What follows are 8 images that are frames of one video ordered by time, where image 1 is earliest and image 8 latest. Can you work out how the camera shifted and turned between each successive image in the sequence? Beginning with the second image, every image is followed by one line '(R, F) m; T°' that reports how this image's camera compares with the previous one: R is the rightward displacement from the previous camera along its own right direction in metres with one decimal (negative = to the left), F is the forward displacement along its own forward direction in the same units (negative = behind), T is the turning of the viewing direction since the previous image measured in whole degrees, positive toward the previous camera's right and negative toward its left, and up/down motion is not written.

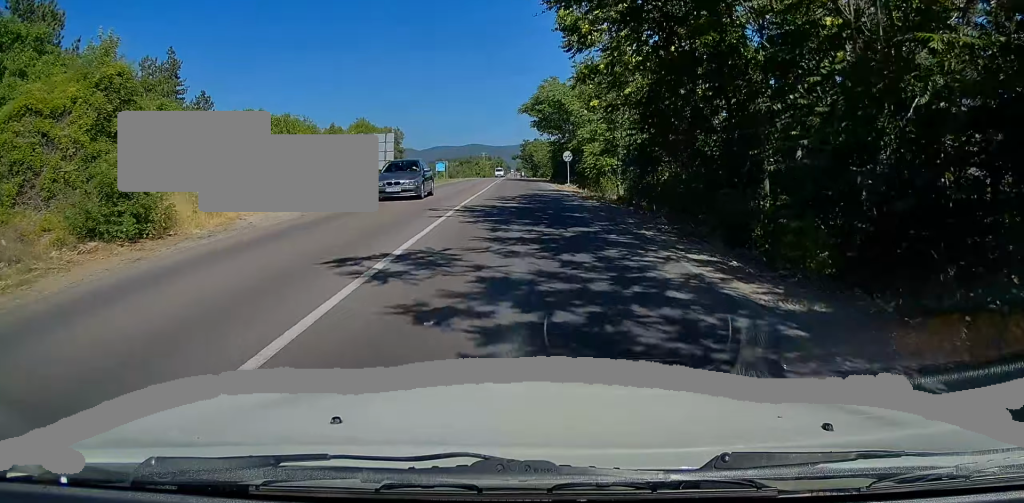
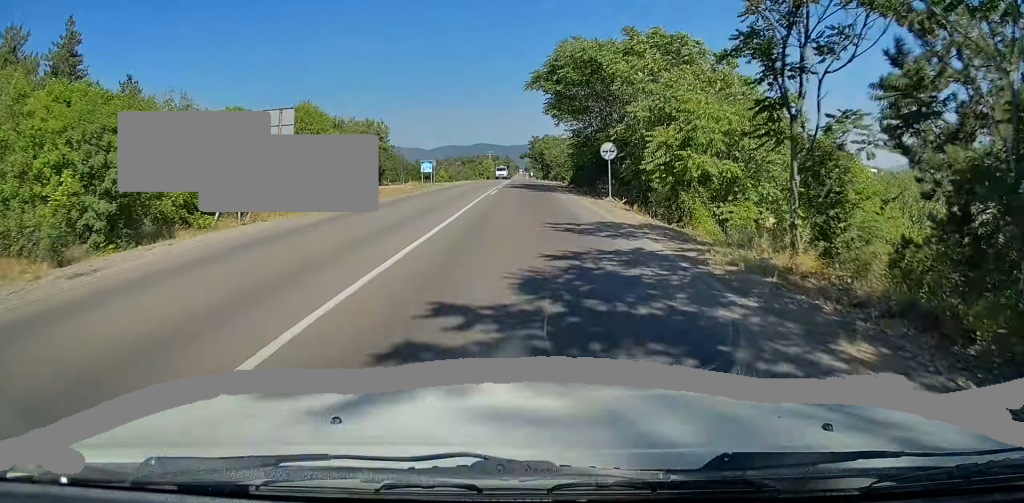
(-0.3, +18.4) m; -1°
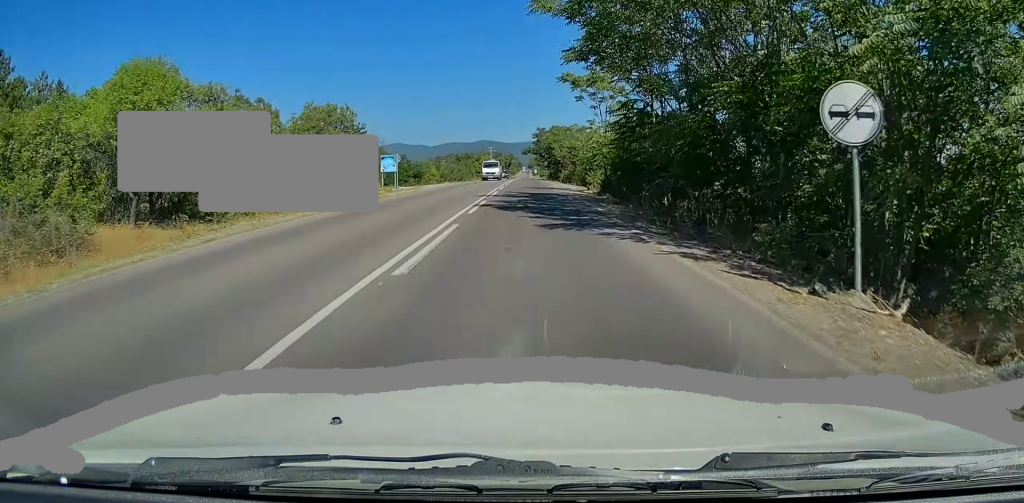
(-0.3, +19.9) m; -1°
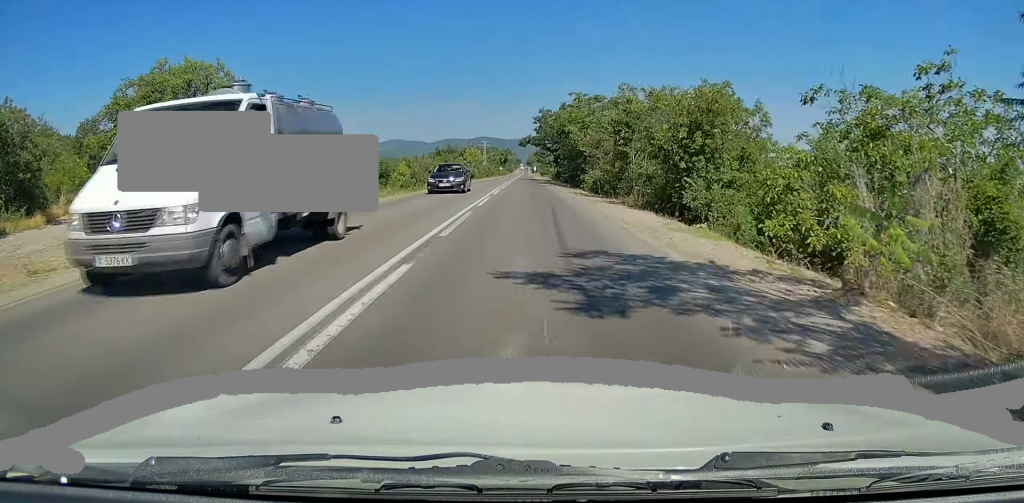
(+0.2, +31.1) m; +1°
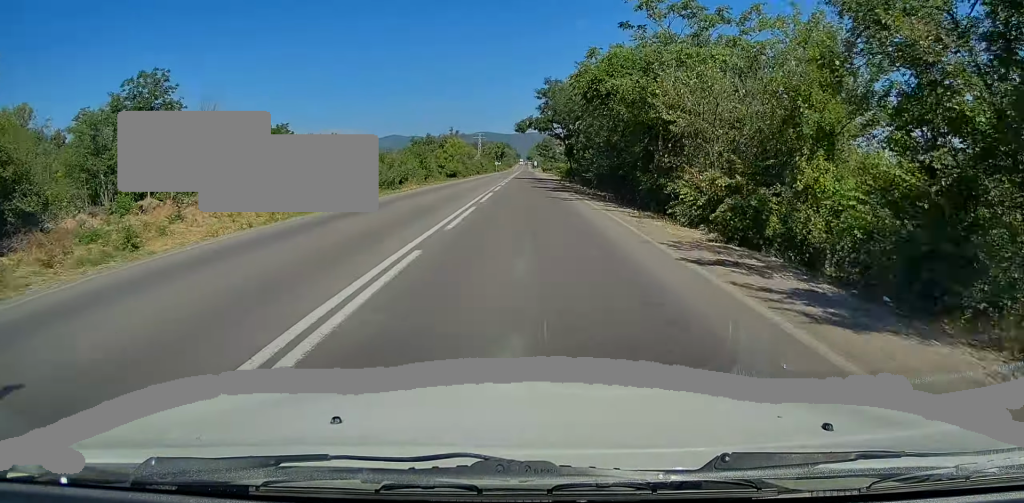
(0.0, +25.4) m; 0°
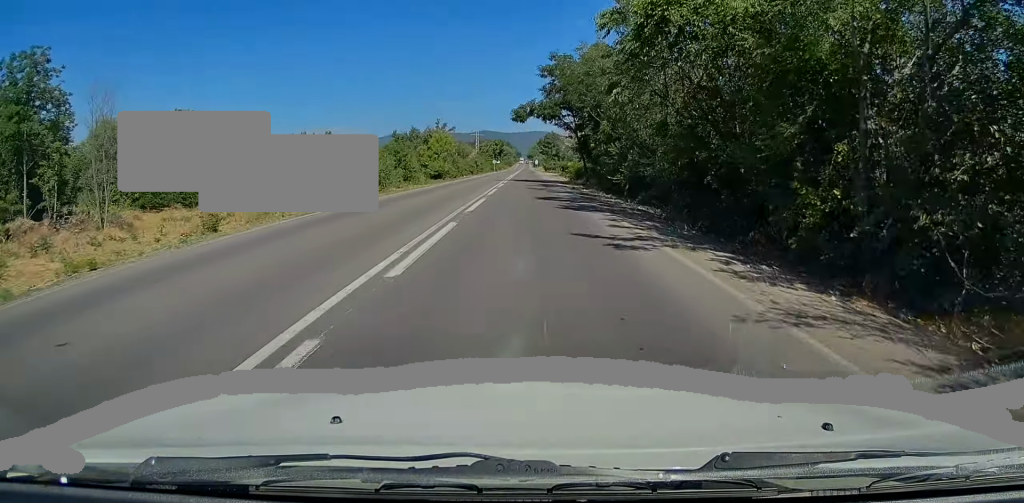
(-0.2, +13.6) m; 0°
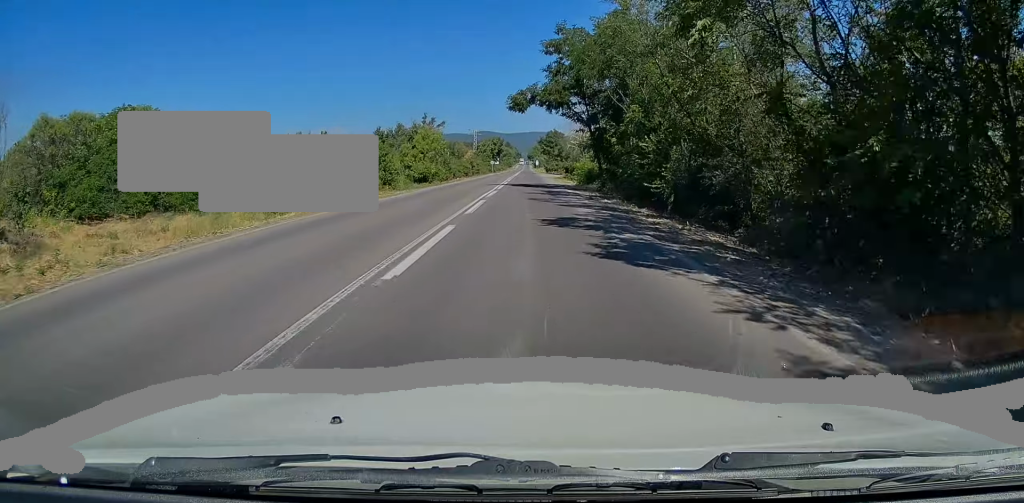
(+0.1, +9.3) m; +1°
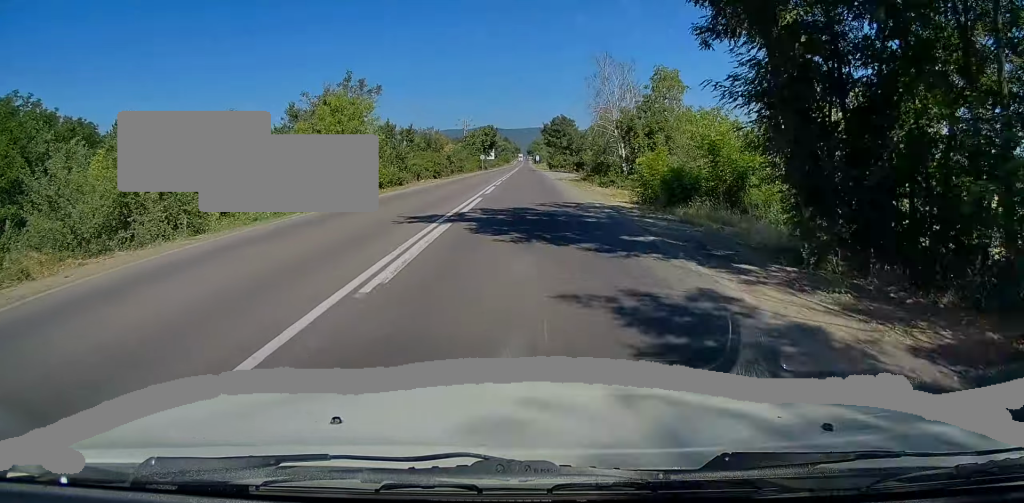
(+0.5, +27.4) m; 0°
